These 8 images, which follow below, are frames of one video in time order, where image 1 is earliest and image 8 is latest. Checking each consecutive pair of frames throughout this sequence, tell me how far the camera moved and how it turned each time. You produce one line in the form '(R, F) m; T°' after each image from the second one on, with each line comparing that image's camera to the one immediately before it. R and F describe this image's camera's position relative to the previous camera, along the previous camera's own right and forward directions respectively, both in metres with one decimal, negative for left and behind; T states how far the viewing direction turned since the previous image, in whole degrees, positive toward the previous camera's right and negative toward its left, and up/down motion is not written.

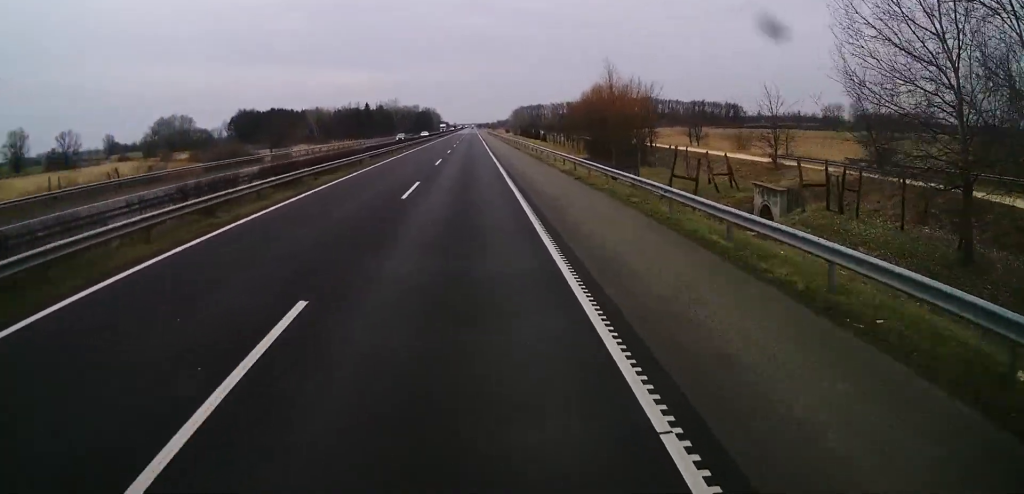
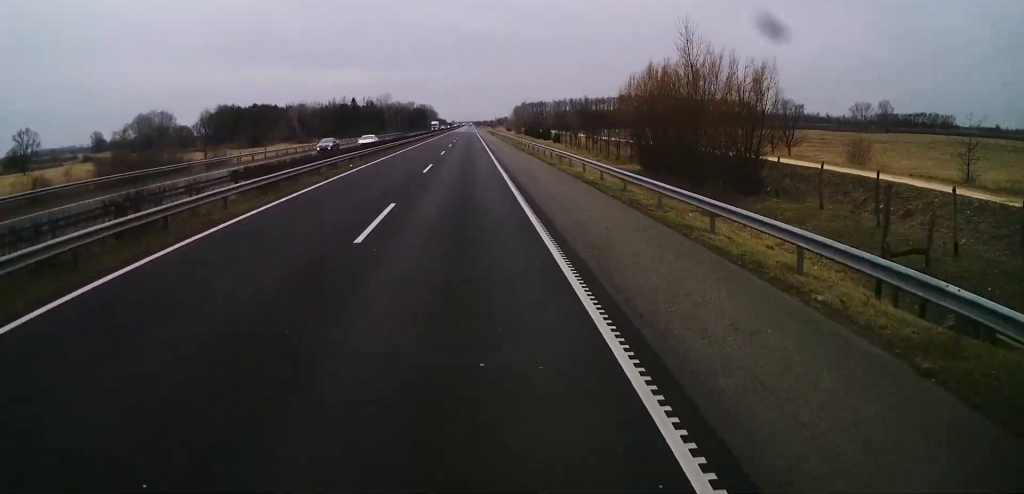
(+0.2, +27.1) m; +1°
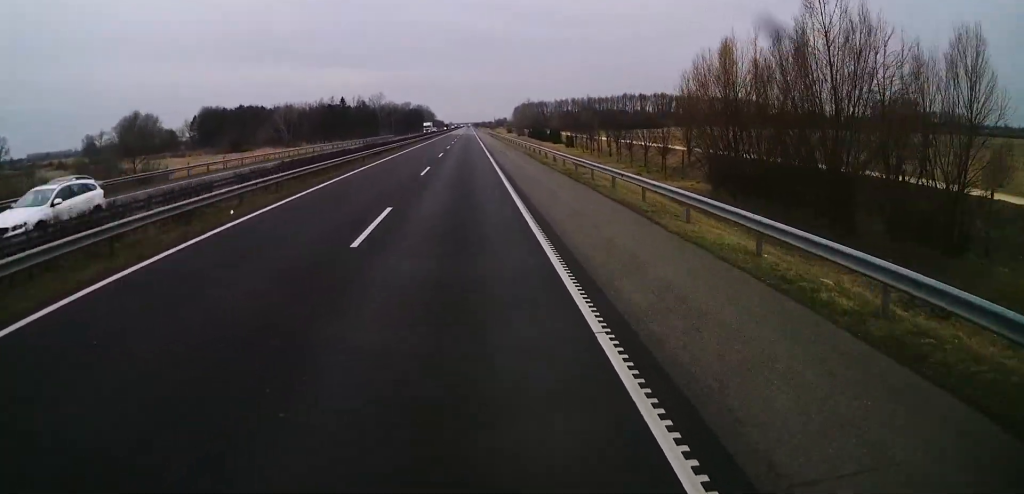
(+0.1, +18.6) m; 0°
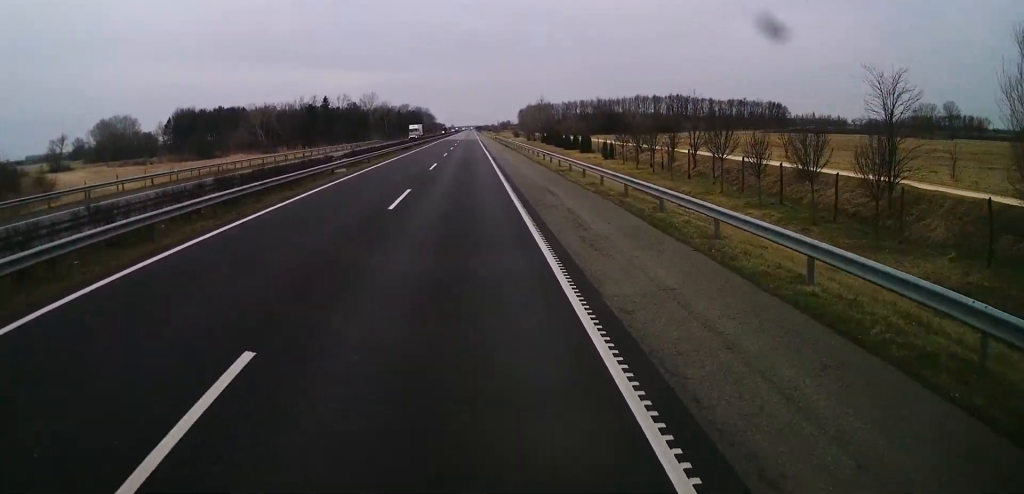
(-0.4, +30.2) m; -1°
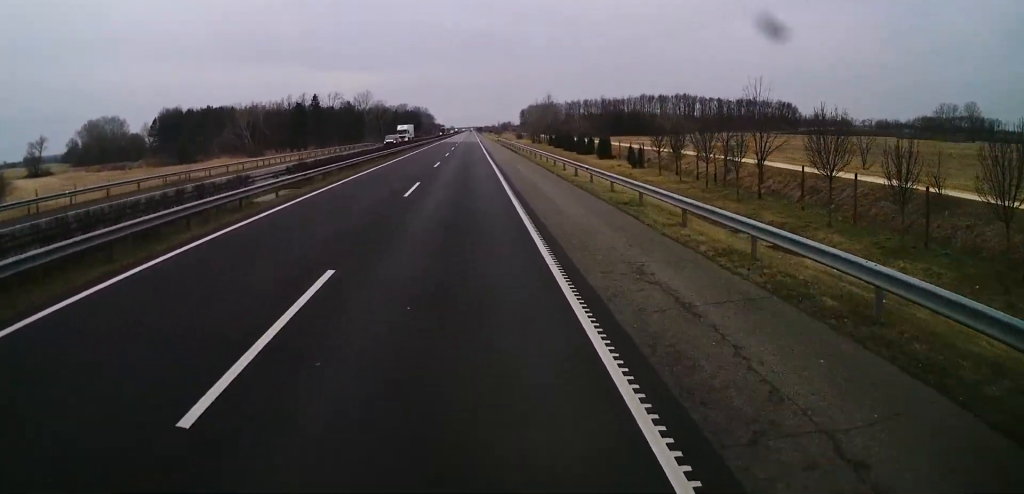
(0.0, +13.9) m; 0°
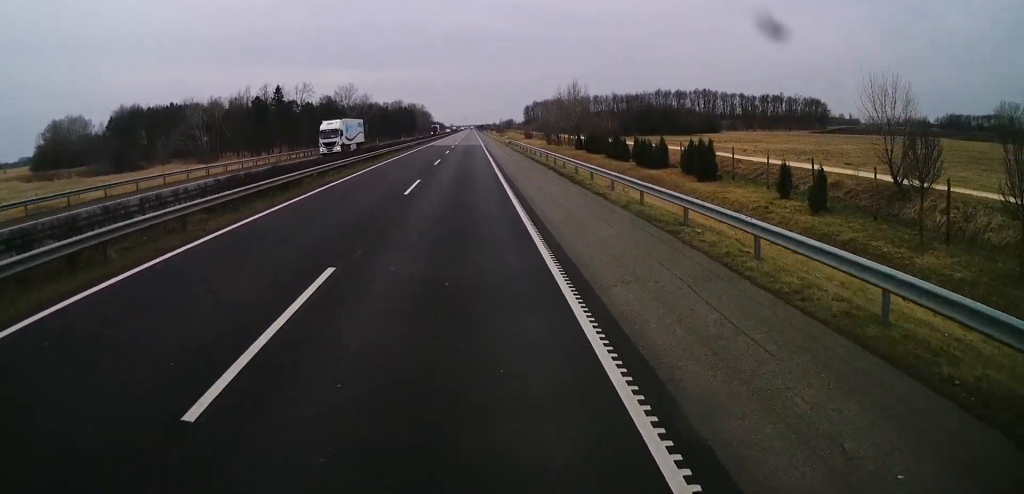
(0.0, +36.2) m; 0°
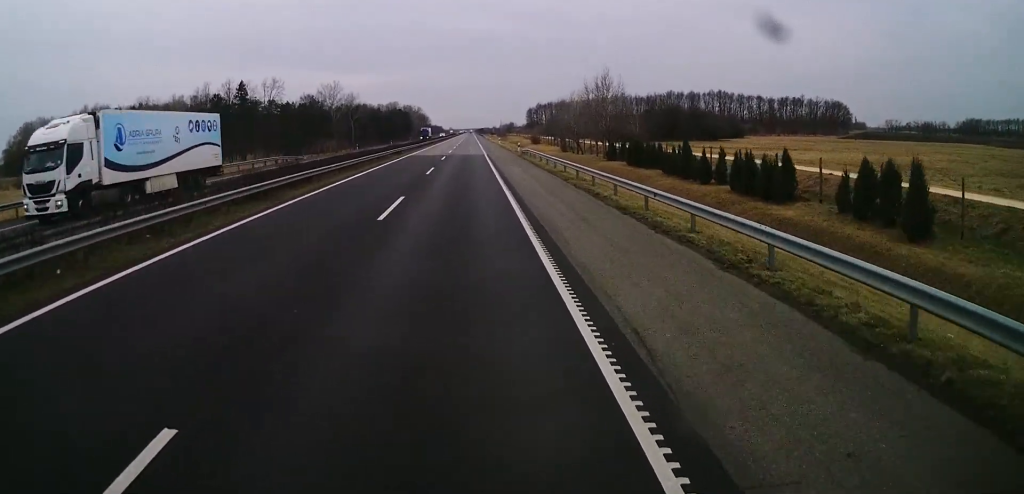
(0.0, +24.7) m; 0°
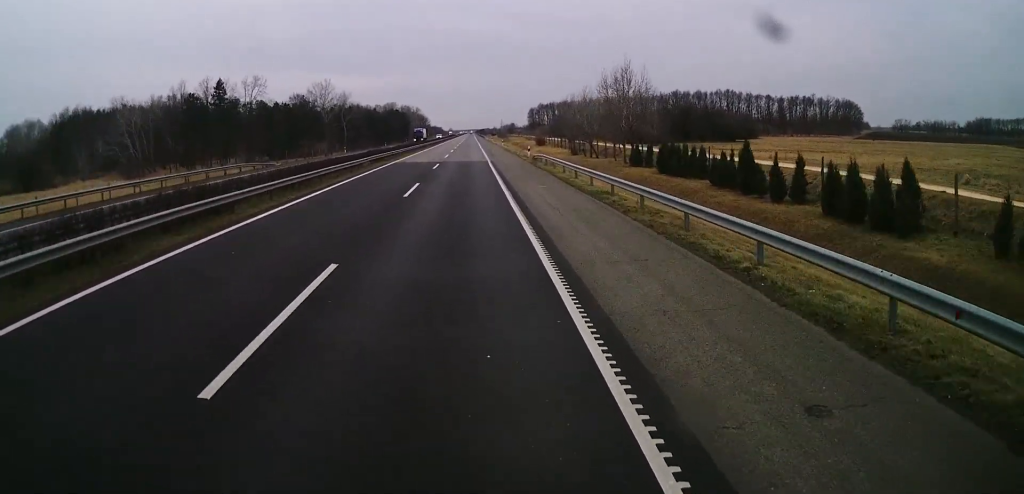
(0.0, +11.6) m; 0°
